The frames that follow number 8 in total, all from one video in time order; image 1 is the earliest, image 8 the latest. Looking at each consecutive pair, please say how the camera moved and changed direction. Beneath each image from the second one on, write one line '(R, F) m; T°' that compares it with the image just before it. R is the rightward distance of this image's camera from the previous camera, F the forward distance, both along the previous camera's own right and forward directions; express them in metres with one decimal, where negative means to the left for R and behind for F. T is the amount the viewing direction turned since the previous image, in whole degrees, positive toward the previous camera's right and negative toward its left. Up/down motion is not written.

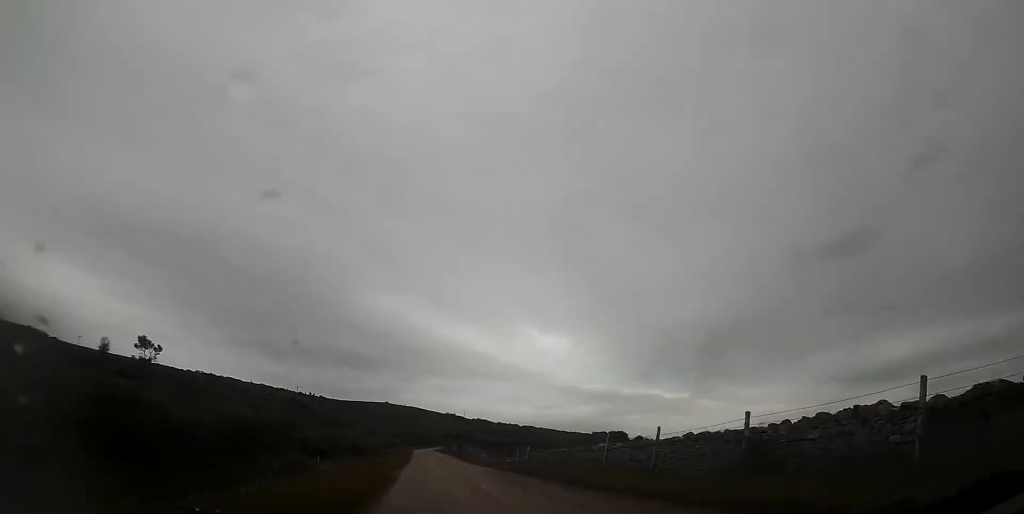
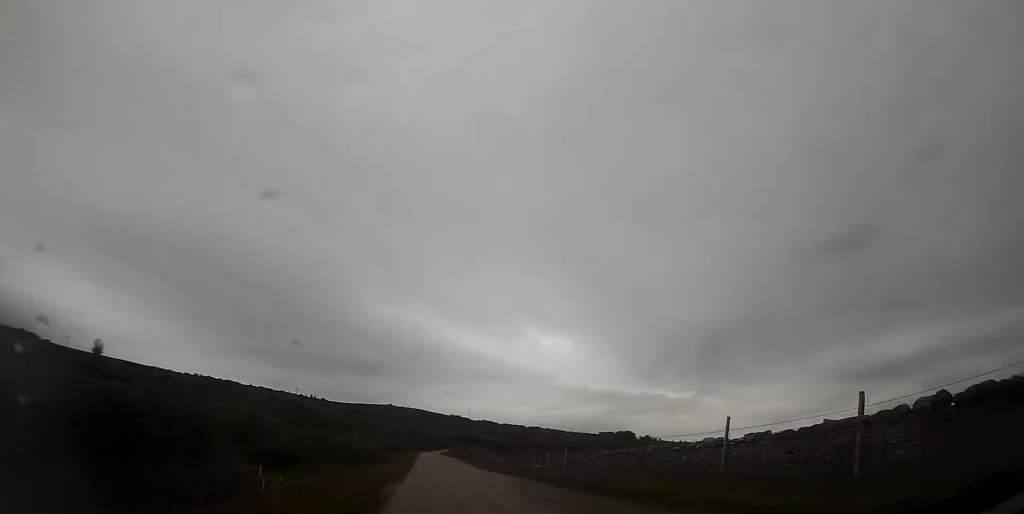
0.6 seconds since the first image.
(0.0, +8.1) m; 0°
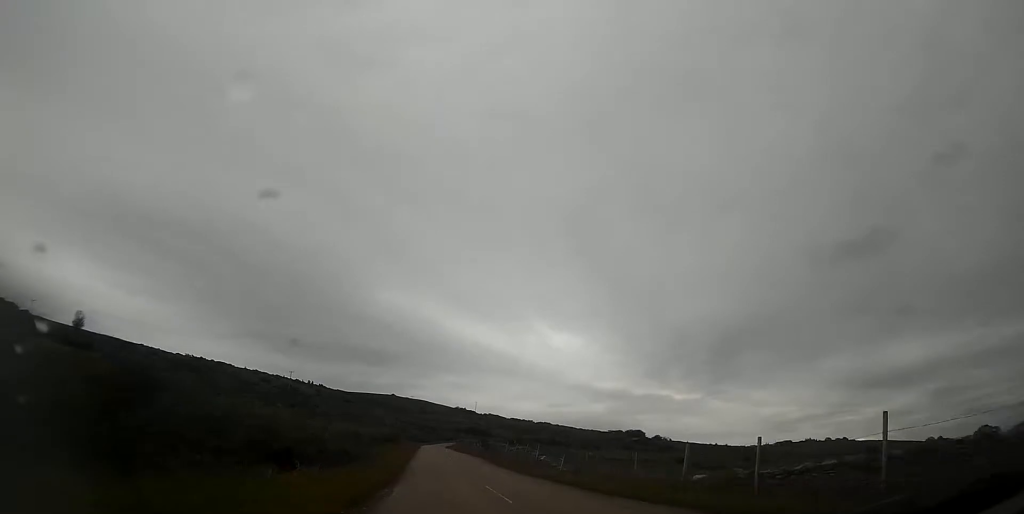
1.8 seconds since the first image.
(-0.1, +18.5) m; 0°
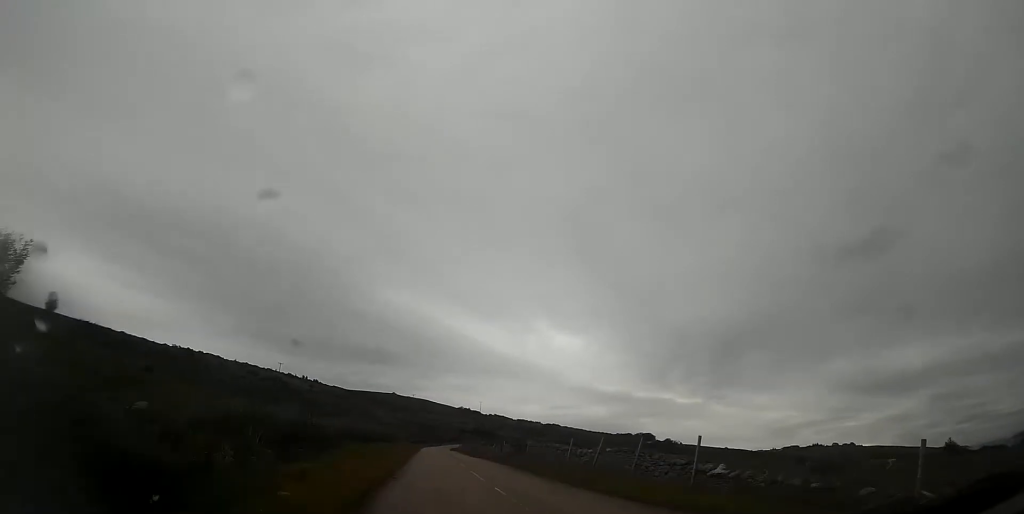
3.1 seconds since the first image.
(0.0, +19.6) m; 0°
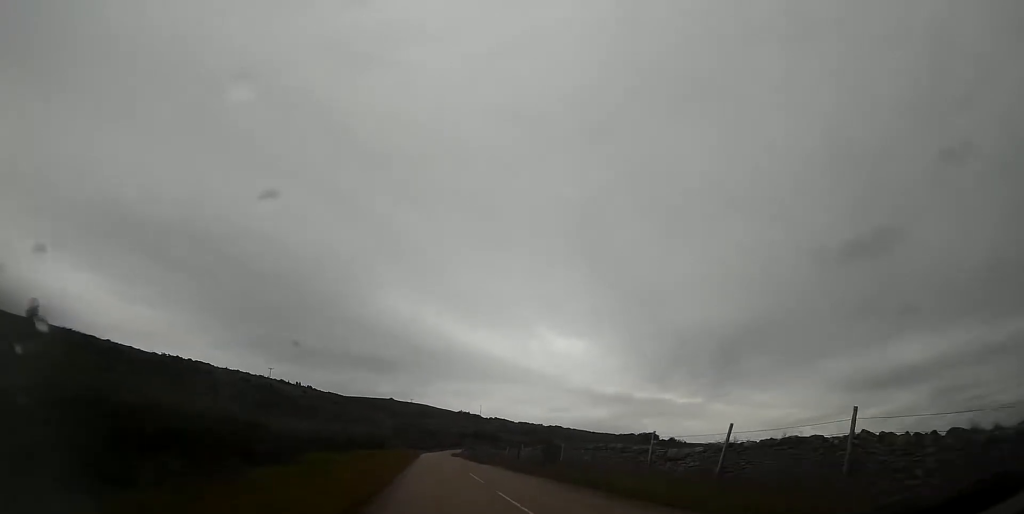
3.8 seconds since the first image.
(0.0, +9.6) m; 0°
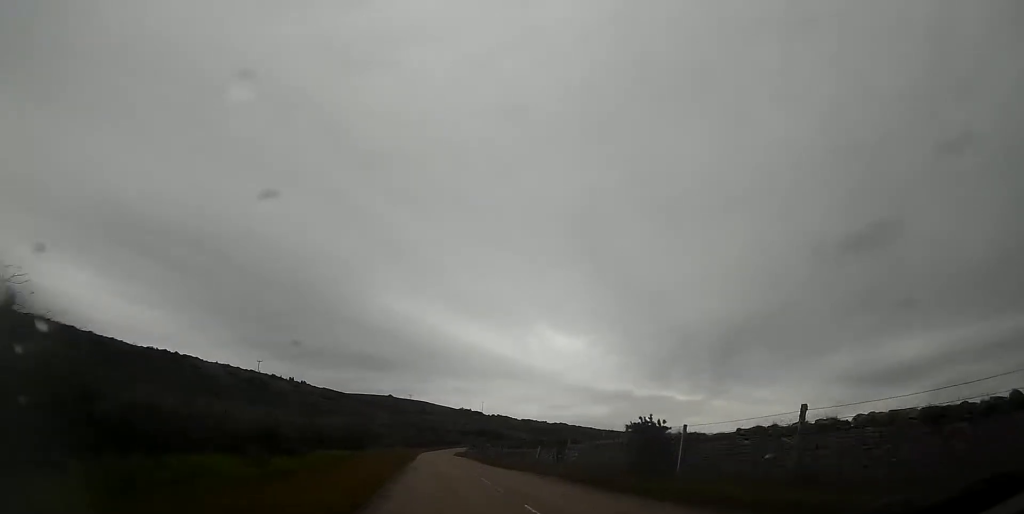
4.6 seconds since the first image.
(0.0, +13.2) m; 0°
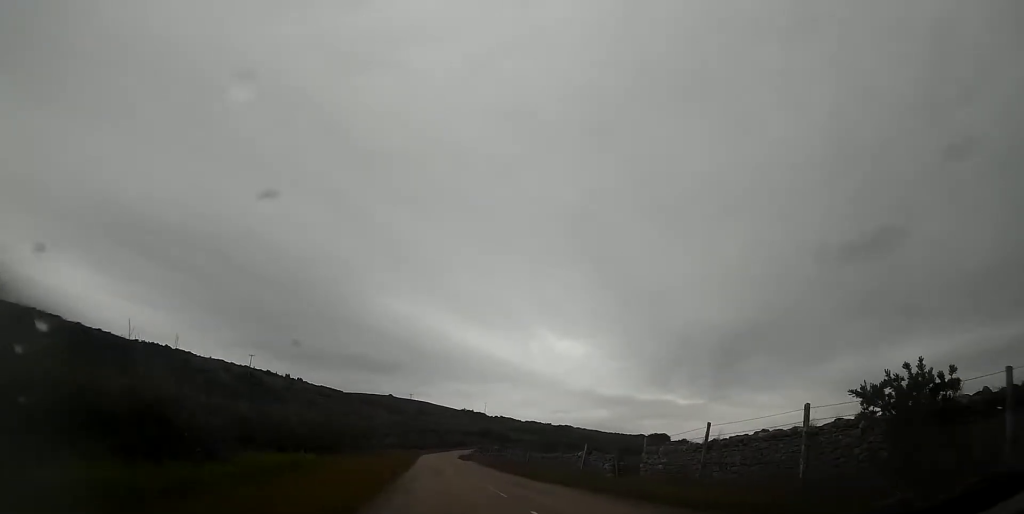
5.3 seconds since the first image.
(0.0, +9.6) m; 0°
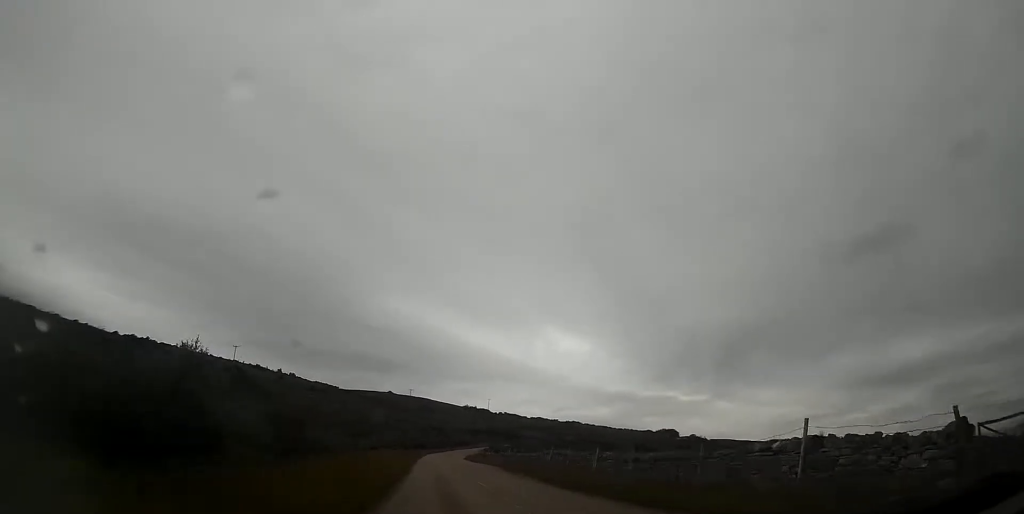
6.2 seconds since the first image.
(0.0, +14.7) m; 0°
